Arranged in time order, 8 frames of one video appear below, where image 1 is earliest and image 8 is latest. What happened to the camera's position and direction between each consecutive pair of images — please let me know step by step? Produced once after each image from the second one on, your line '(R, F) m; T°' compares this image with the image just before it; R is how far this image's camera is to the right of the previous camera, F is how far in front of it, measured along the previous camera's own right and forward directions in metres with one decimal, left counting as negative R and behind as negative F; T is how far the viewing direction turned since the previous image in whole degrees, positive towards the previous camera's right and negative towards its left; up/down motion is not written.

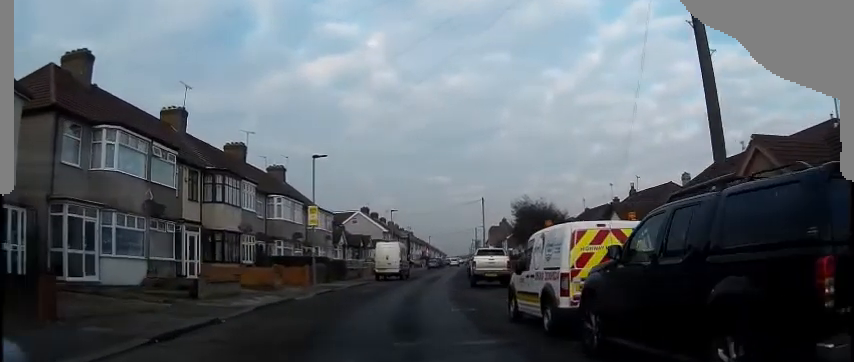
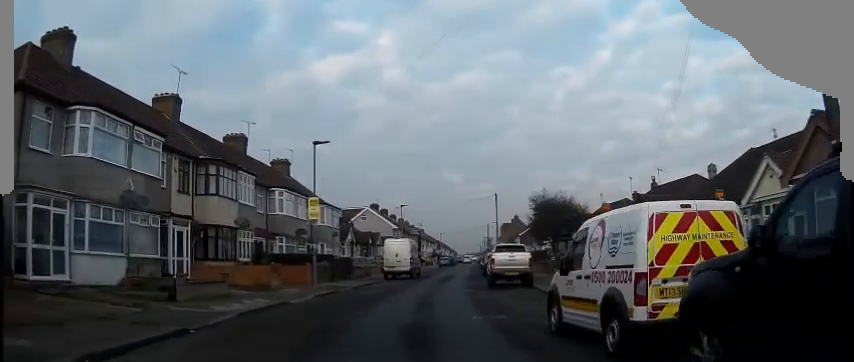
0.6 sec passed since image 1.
(0.0, +2.7) m; -1°
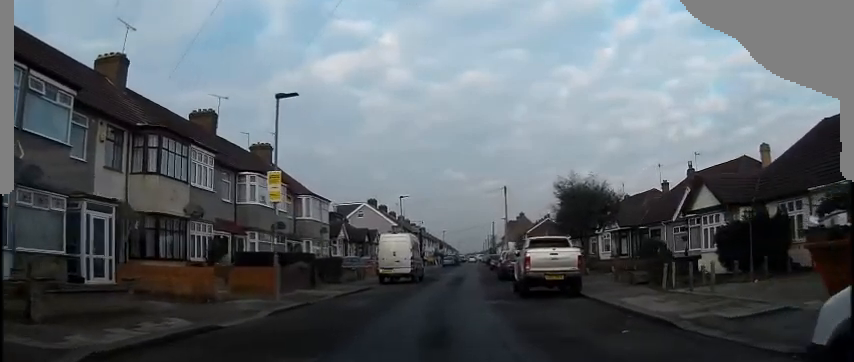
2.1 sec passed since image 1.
(-0.1, +8.2) m; 0°
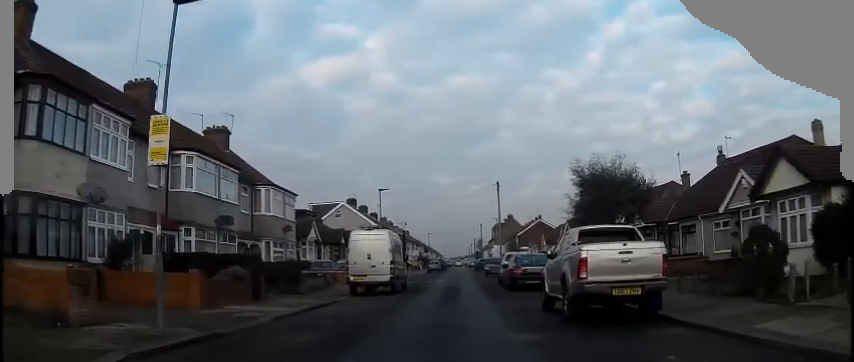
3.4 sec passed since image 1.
(+0.3, +8.4) m; +3°
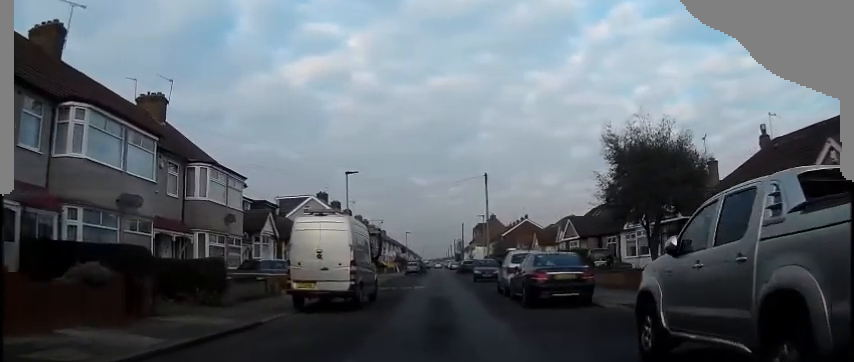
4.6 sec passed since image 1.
(0.0, +8.4) m; 0°
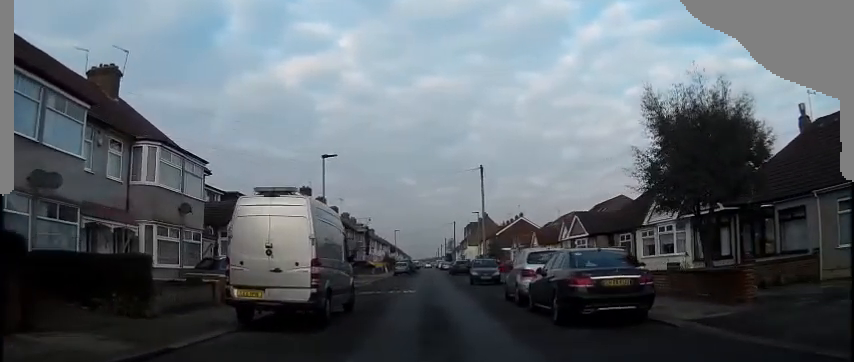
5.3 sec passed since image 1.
(0.0, +5.1) m; 0°
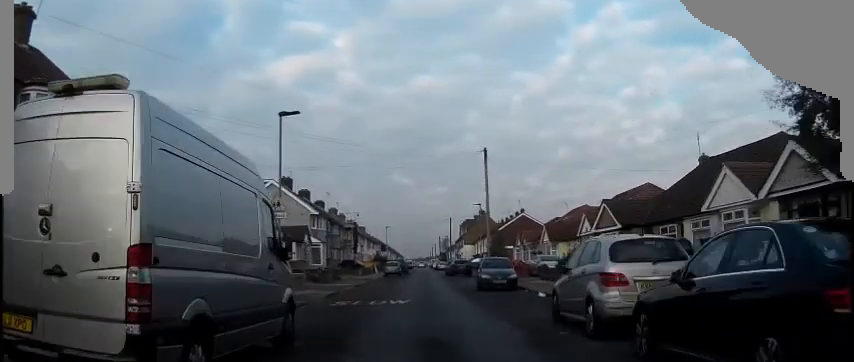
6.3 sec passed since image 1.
(0.0, +7.7) m; +2°
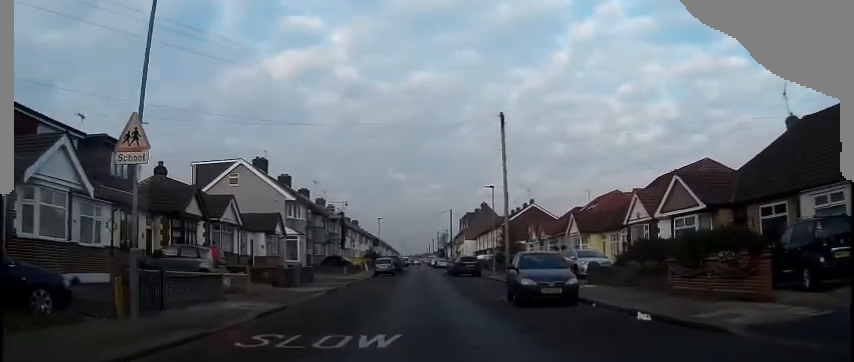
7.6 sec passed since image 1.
(+0.3, +9.7) m; +1°
